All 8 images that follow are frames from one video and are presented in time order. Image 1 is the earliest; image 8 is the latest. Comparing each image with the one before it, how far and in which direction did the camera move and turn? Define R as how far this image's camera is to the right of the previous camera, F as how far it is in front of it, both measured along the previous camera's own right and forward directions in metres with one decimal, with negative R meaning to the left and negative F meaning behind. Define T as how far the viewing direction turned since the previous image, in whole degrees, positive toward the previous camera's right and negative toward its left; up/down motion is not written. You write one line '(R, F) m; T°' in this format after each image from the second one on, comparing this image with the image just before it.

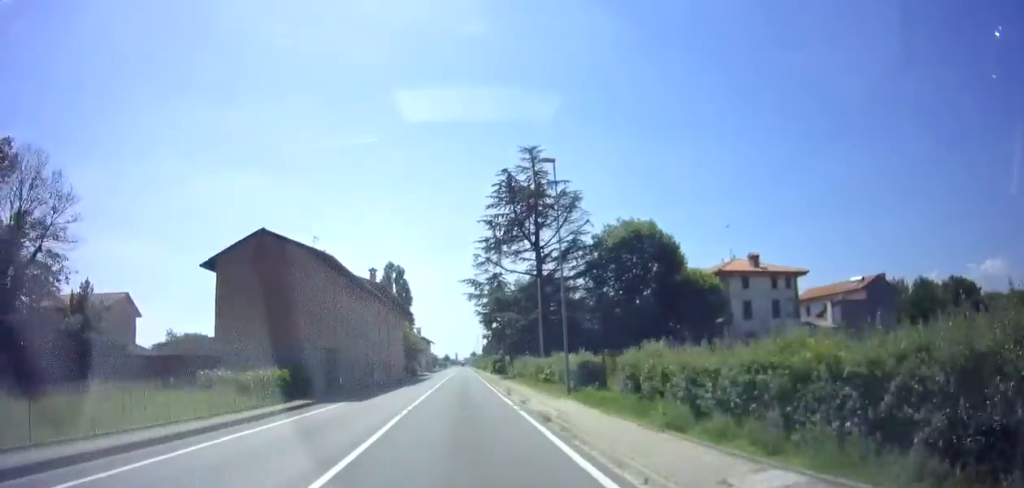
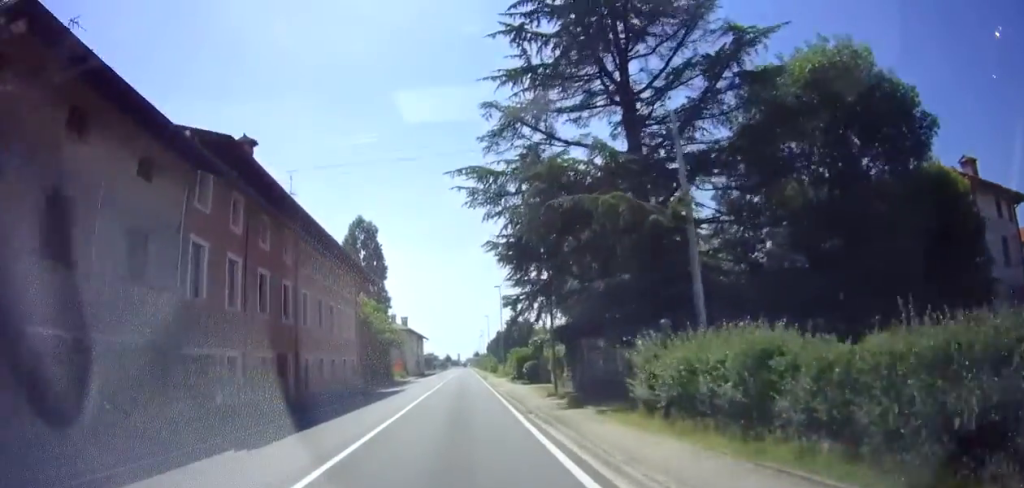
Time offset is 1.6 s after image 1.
(+0.2, +28.1) m; 0°
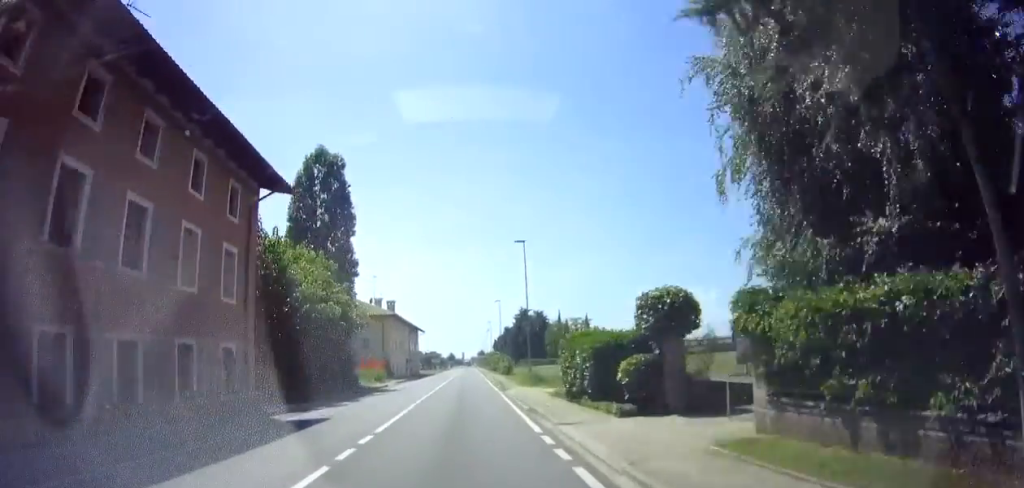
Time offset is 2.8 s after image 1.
(-0.5, +19.7) m; -3°
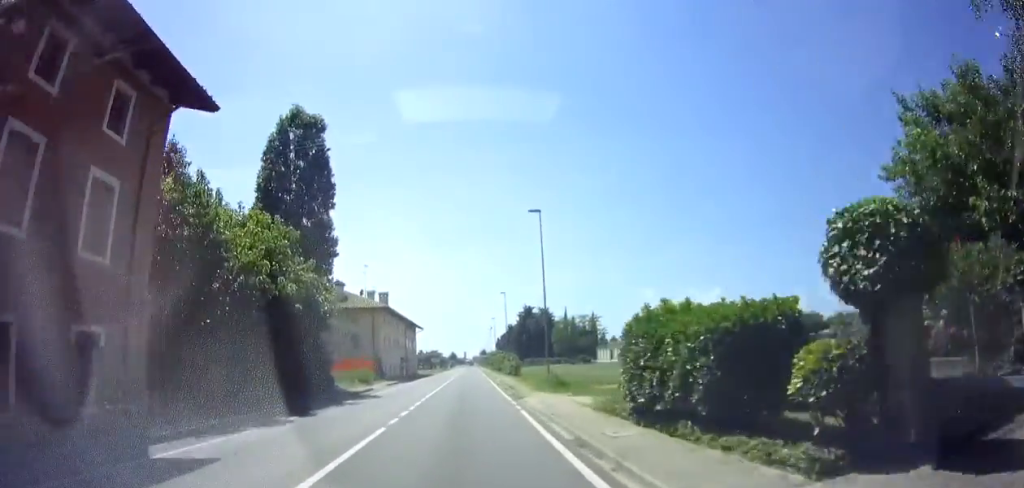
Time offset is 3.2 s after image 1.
(-0.2, +7.6) m; 0°
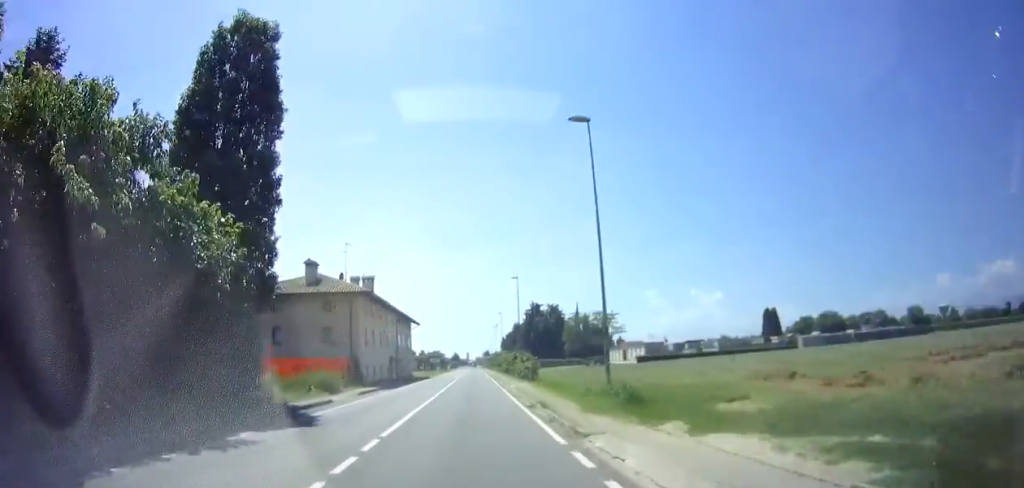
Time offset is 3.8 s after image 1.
(-0.2, +11.1) m; 0°
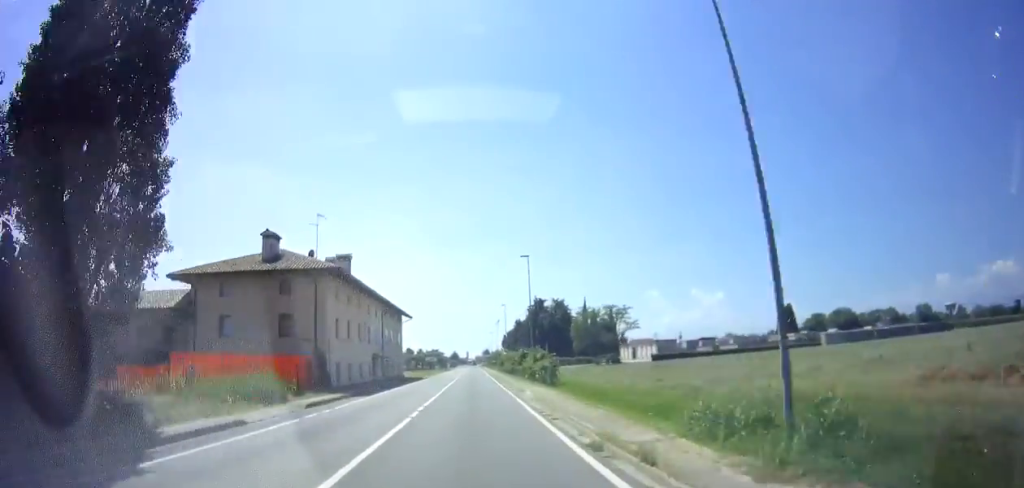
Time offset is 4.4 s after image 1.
(+0.2, +9.3) m; +2°
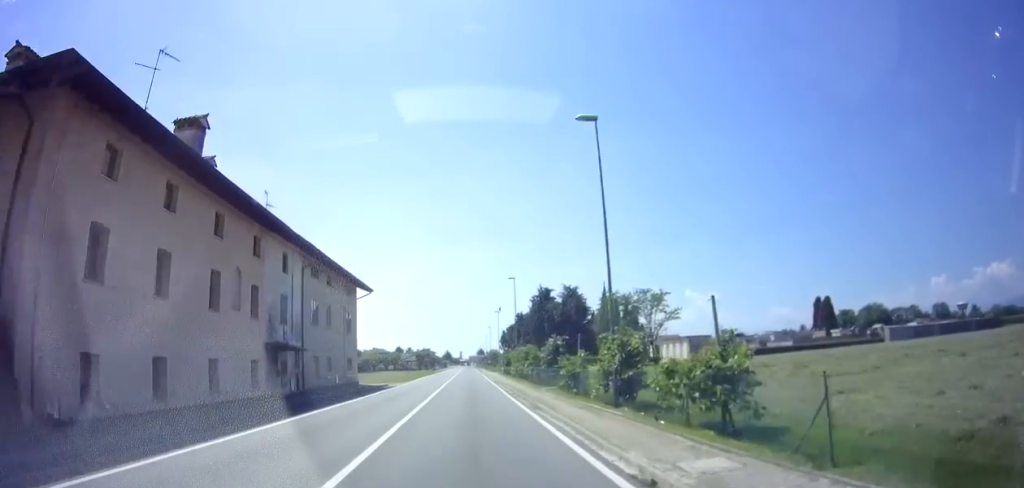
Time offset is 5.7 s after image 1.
(+0.7, +22.5) m; +1°
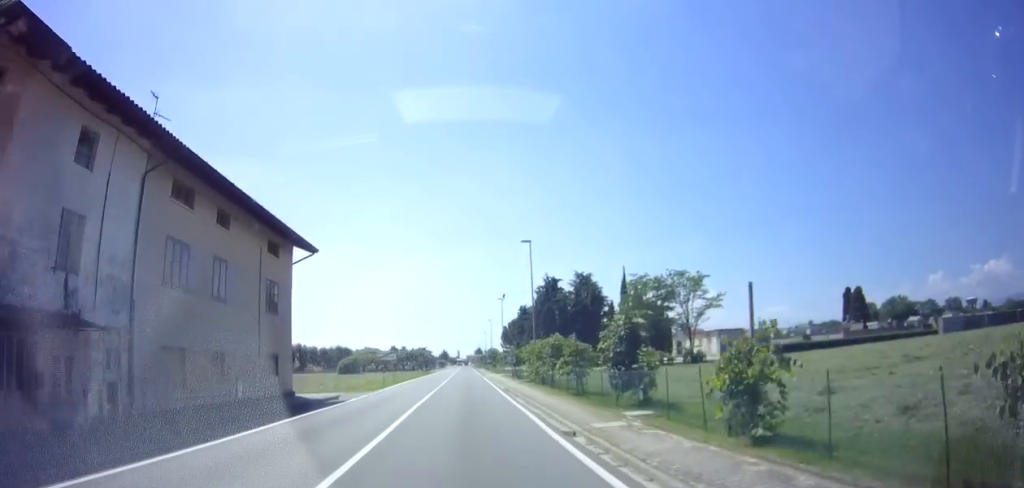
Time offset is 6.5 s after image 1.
(-0.3, +15.0) m; -1°
